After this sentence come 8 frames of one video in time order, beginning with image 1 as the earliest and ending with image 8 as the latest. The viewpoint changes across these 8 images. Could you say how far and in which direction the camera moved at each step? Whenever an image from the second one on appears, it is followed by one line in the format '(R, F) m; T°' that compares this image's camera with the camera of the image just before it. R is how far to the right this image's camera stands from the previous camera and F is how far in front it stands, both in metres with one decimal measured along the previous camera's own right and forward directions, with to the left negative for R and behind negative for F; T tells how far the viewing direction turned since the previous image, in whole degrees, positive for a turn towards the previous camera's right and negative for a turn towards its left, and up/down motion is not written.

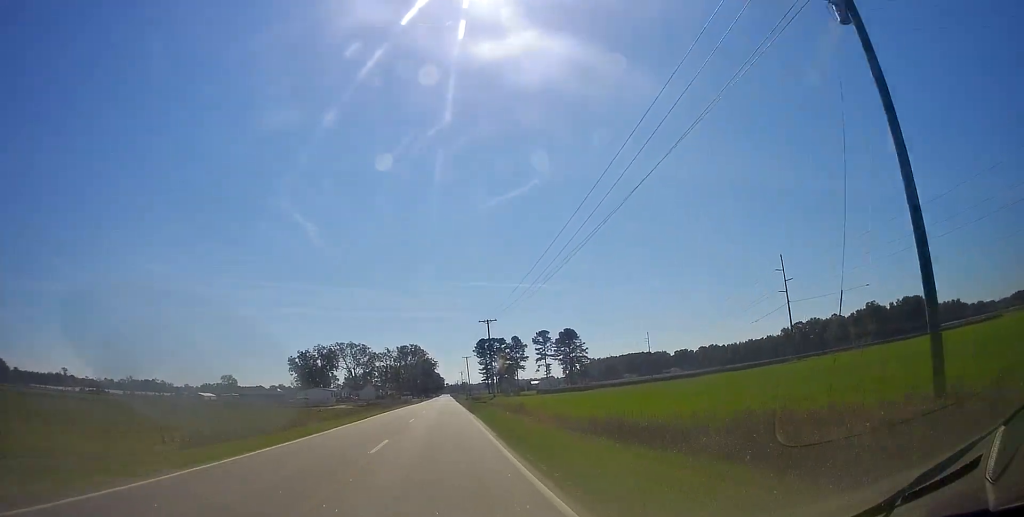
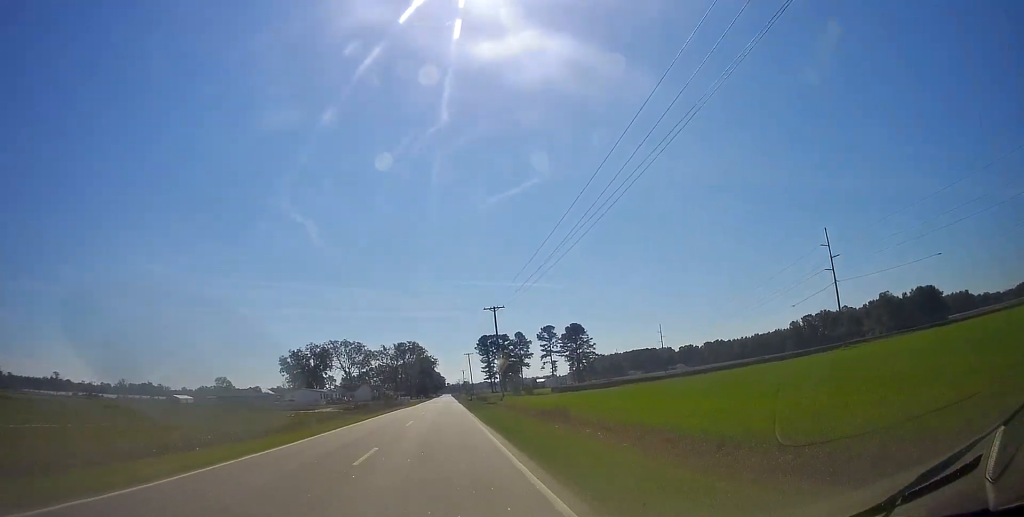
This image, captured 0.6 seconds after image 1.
(0.0, +13.6) m; 0°
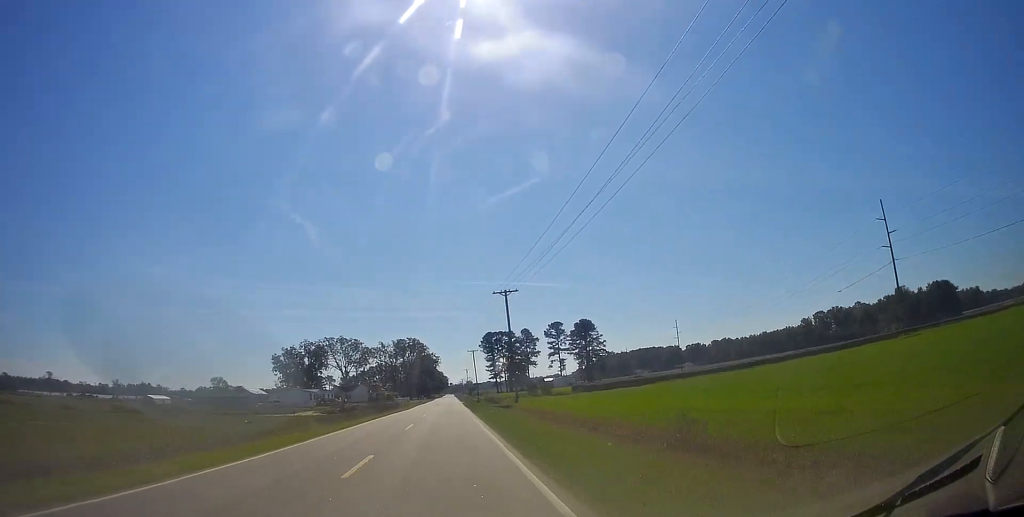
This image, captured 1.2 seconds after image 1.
(+0.2, +12.8) m; 0°
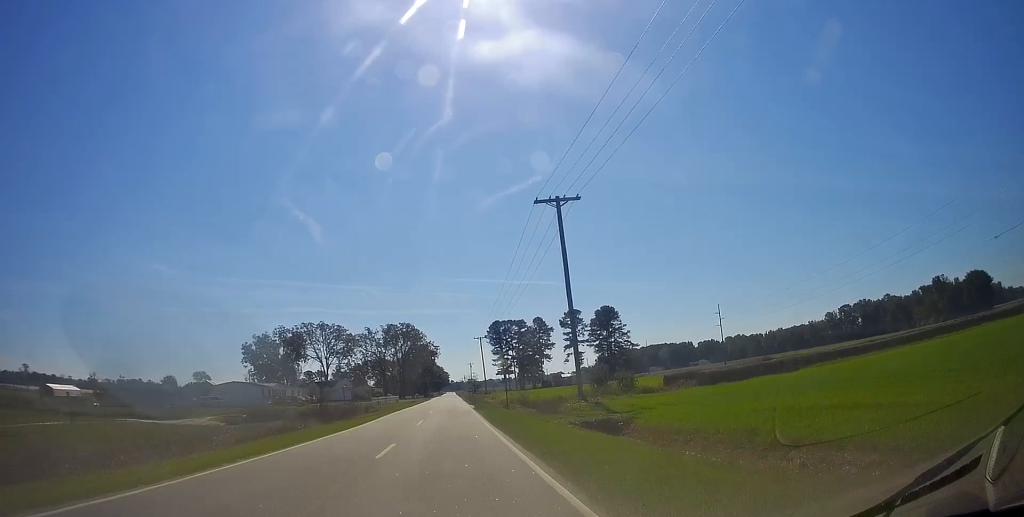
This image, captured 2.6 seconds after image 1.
(-0.5, +30.9) m; -2°
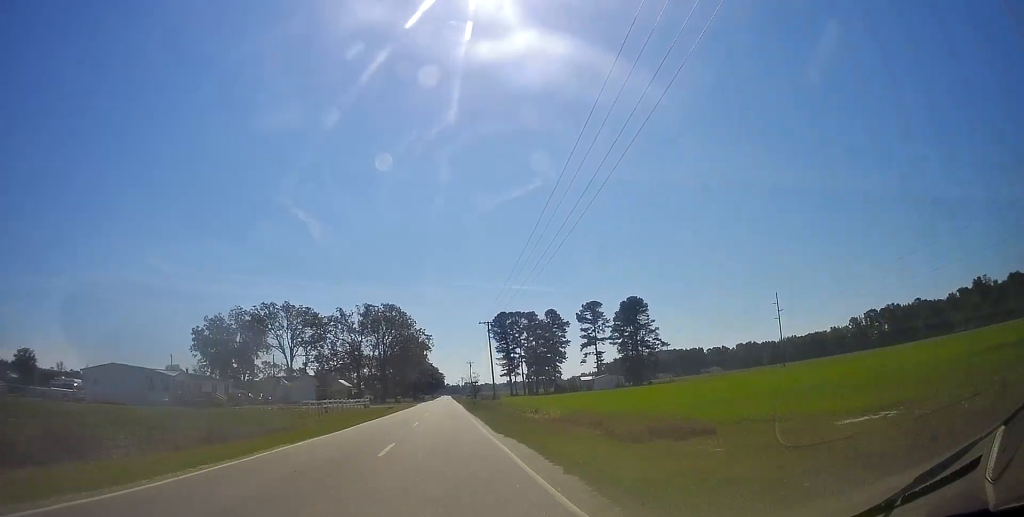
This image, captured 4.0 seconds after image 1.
(-0.2, +31.1) m; 0°
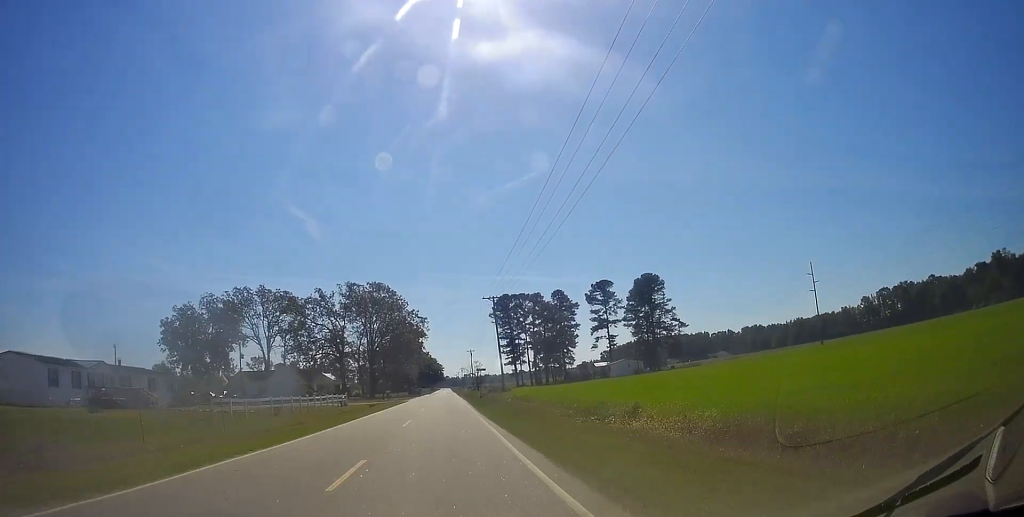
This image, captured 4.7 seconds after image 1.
(0.0, +14.1) m; +1°
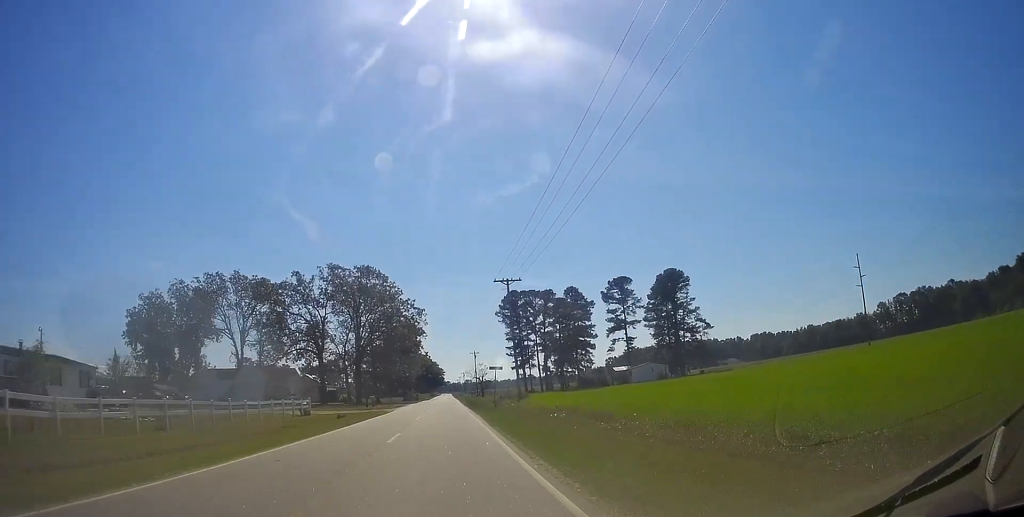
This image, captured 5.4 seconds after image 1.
(0.0, +13.9) m; +1°
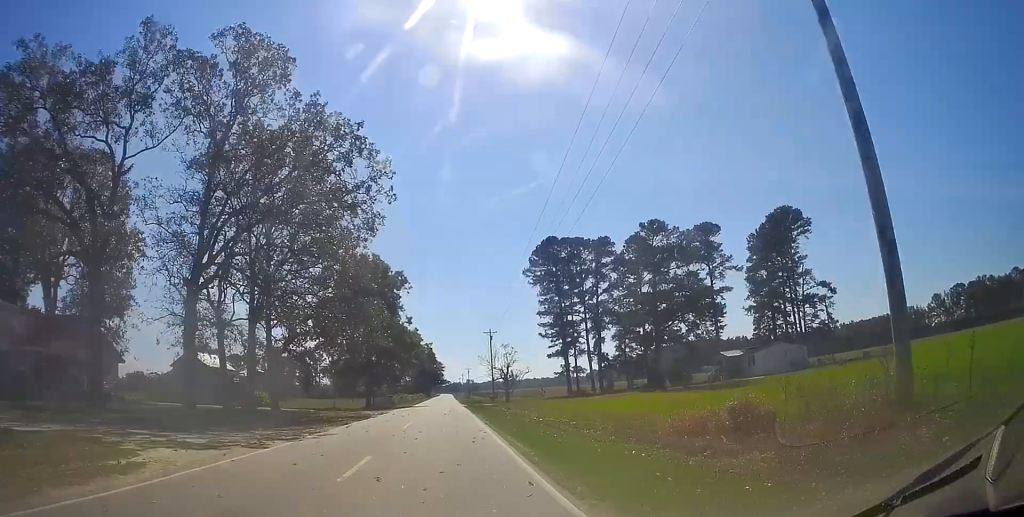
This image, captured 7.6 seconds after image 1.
(-0.1, +51.0) m; -1°
